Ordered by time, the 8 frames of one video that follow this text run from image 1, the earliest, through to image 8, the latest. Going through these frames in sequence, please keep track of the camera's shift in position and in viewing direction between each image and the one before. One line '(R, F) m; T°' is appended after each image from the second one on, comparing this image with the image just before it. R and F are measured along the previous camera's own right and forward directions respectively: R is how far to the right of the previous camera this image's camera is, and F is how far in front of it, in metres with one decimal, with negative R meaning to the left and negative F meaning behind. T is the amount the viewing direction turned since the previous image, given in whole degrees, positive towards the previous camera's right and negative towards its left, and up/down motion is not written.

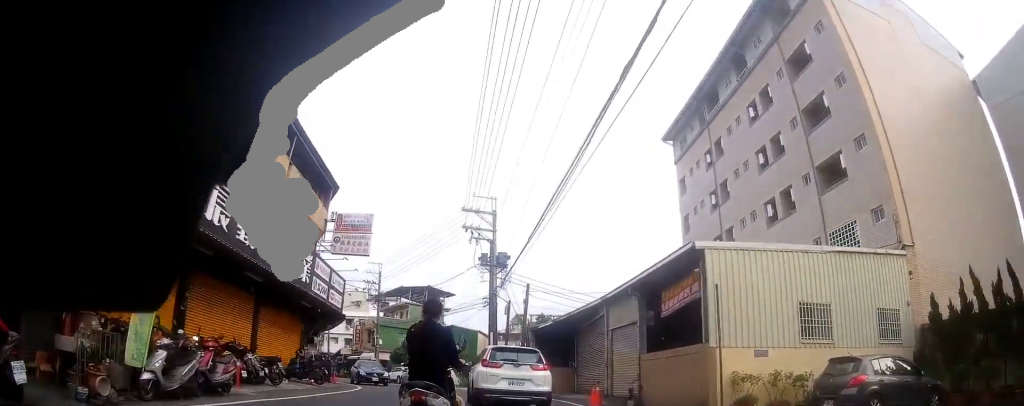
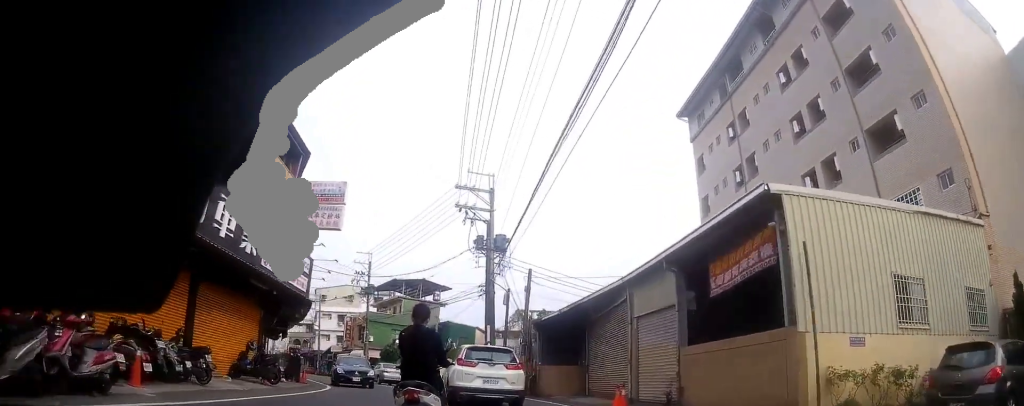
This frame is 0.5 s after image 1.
(-0.3, +3.3) m; 0°
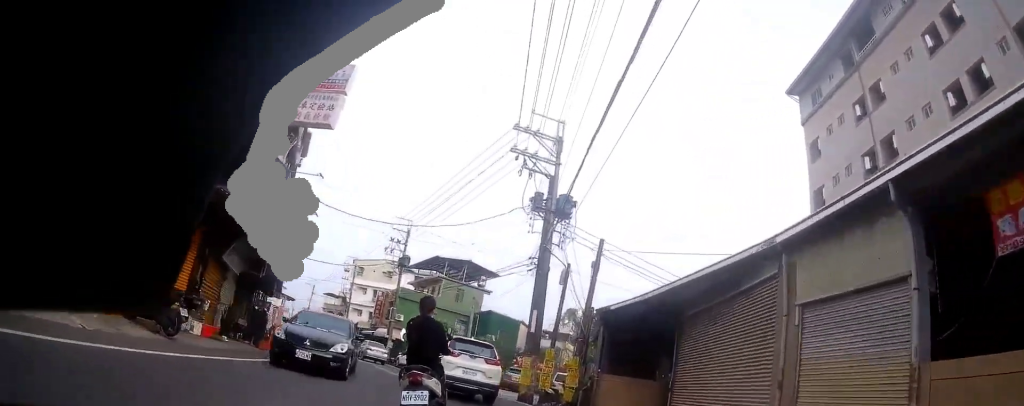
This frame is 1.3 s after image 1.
(+1.3, +6.1) m; -2°
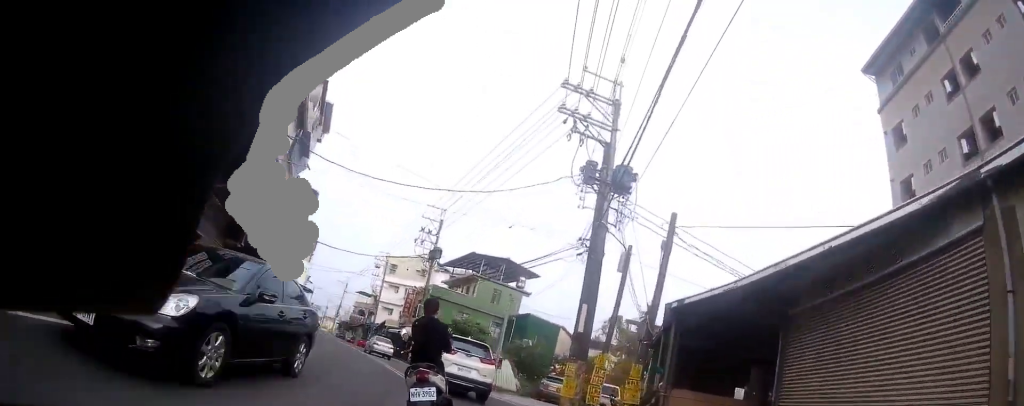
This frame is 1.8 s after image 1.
(-0.7, +3.6) m; -10°
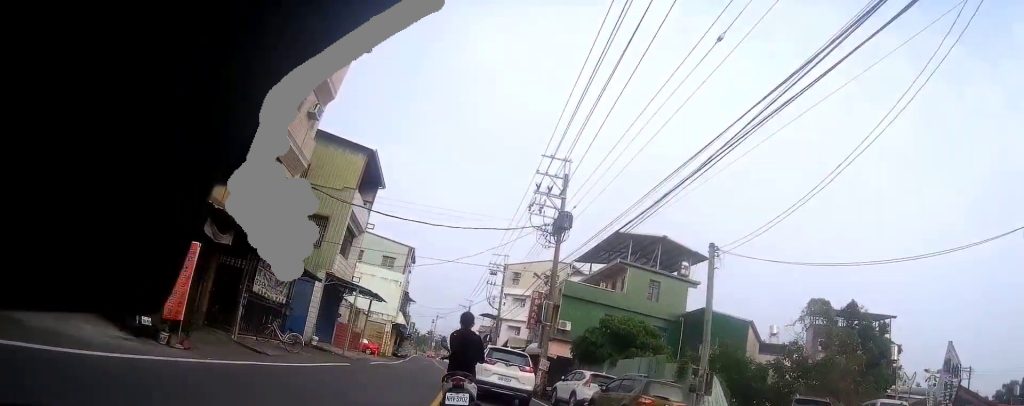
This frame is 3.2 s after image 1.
(-3.0, +11.4) m; -23°
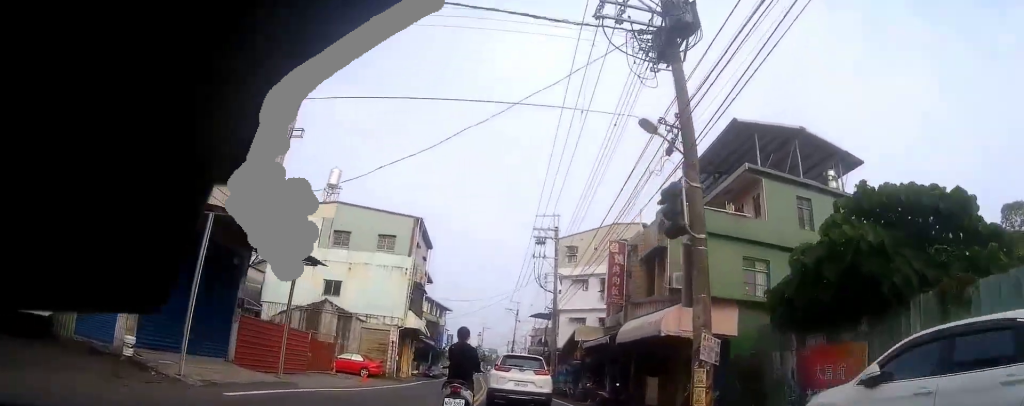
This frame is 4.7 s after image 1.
(-1.4, +15.2) m; -8°
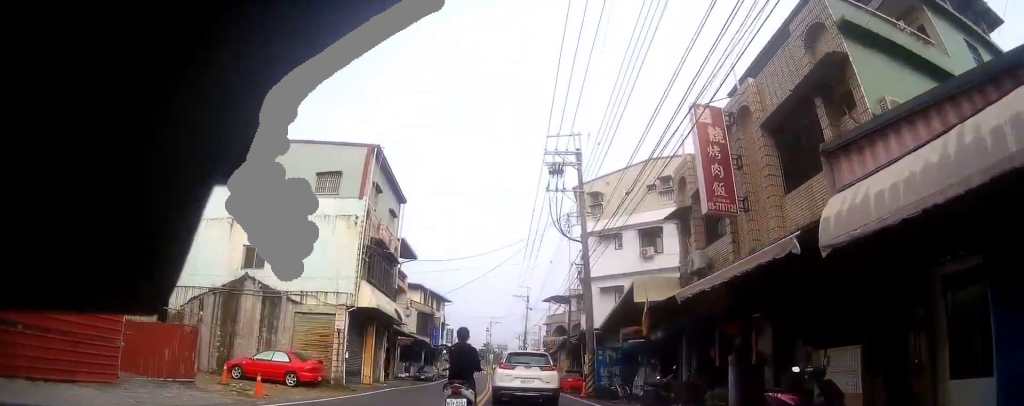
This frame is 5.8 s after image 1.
(-0.3, +11.1) m; -4°
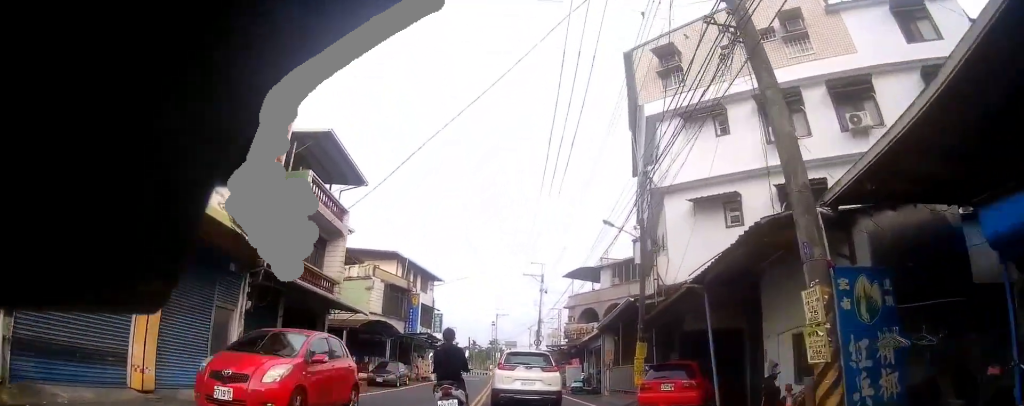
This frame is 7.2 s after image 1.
(-1.0, +15.2) m; -2°
